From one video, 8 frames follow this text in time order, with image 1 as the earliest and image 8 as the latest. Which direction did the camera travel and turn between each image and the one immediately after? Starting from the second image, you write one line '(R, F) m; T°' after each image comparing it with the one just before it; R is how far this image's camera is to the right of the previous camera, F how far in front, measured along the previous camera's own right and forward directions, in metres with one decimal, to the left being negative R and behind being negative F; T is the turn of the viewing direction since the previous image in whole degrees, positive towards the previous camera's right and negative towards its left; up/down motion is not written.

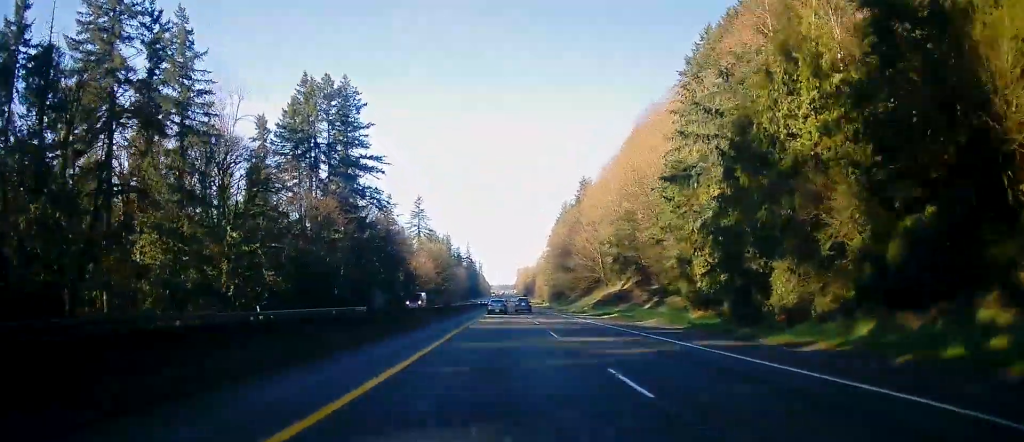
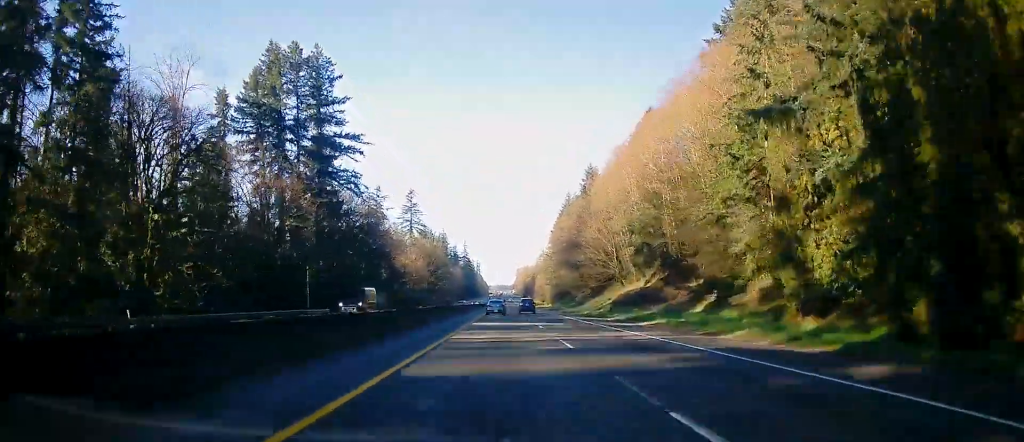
(+0.1, +16.7) m; 0°
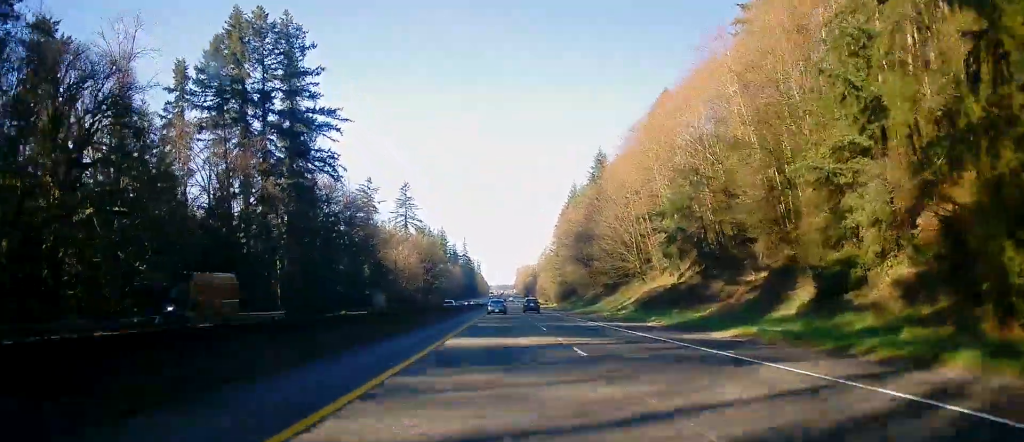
(0.0, +14.5) m; 0°
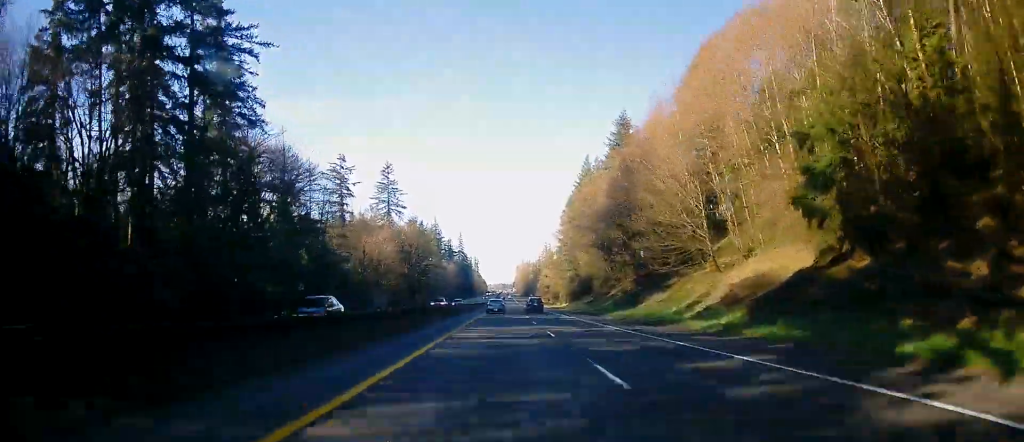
(0.0, +31.3) m; 0°
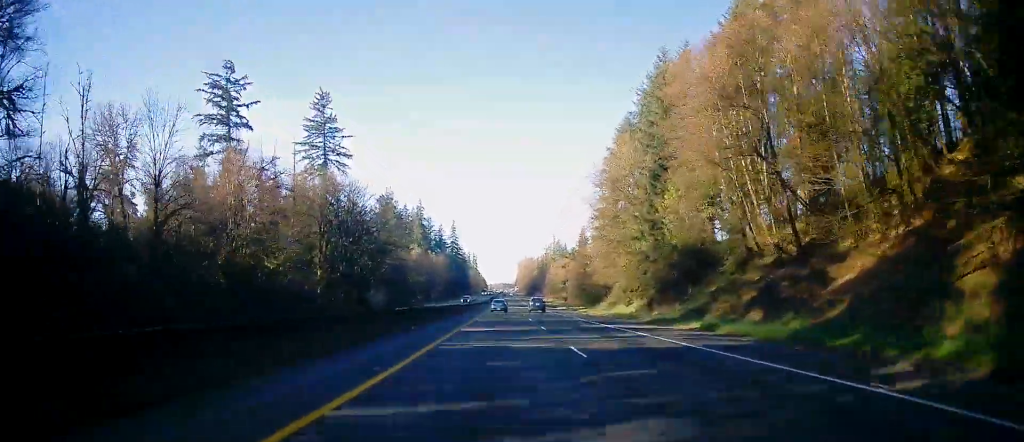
(-0.1, +69.2) m; 0°
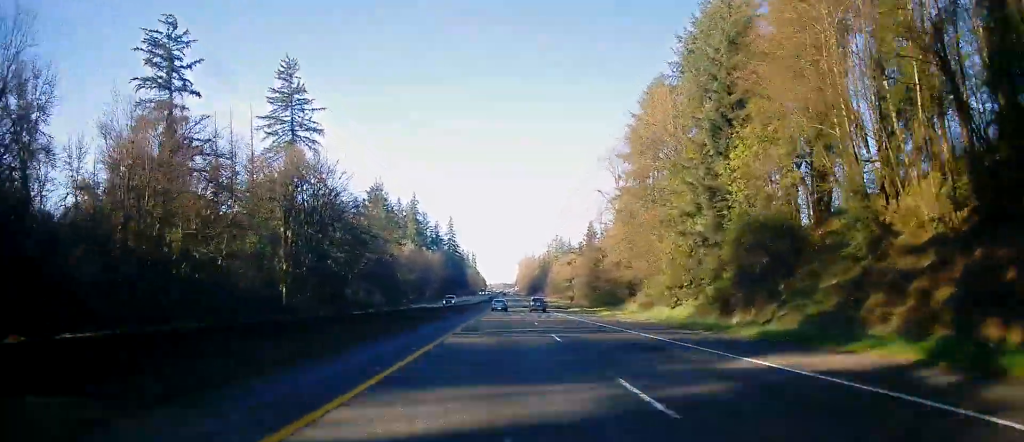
(-0.1, +18.9) m; 0°
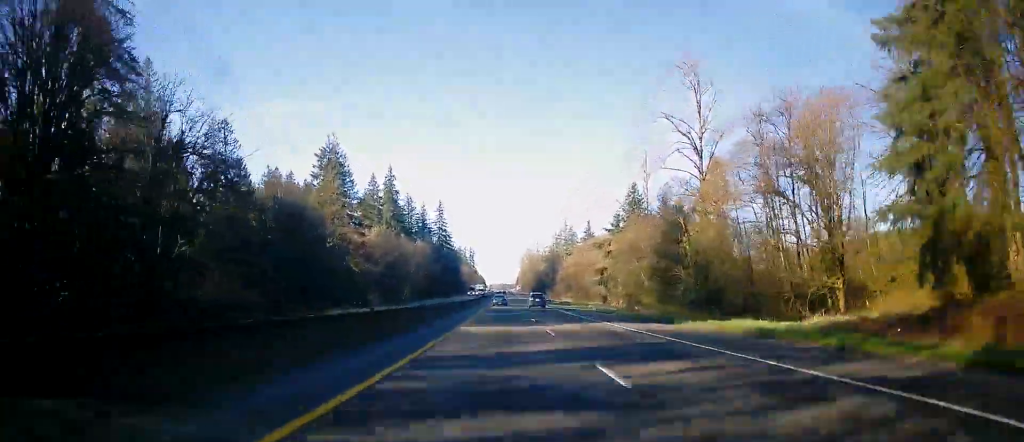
(-0.2, +58.4) m; -1°
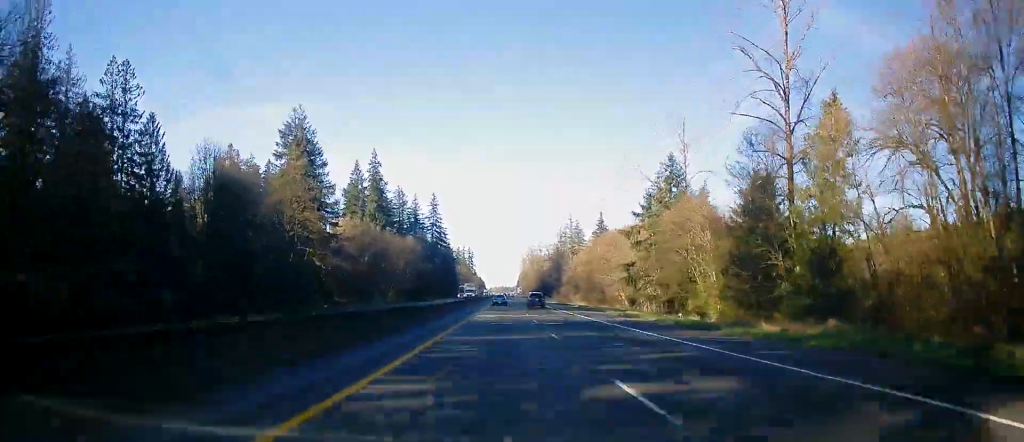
(+0.2, +26.5) m; 0°
